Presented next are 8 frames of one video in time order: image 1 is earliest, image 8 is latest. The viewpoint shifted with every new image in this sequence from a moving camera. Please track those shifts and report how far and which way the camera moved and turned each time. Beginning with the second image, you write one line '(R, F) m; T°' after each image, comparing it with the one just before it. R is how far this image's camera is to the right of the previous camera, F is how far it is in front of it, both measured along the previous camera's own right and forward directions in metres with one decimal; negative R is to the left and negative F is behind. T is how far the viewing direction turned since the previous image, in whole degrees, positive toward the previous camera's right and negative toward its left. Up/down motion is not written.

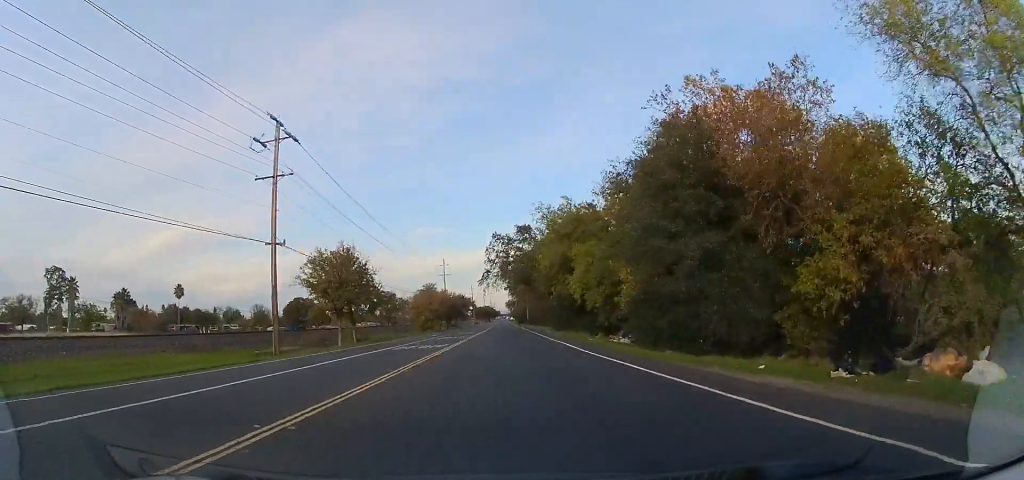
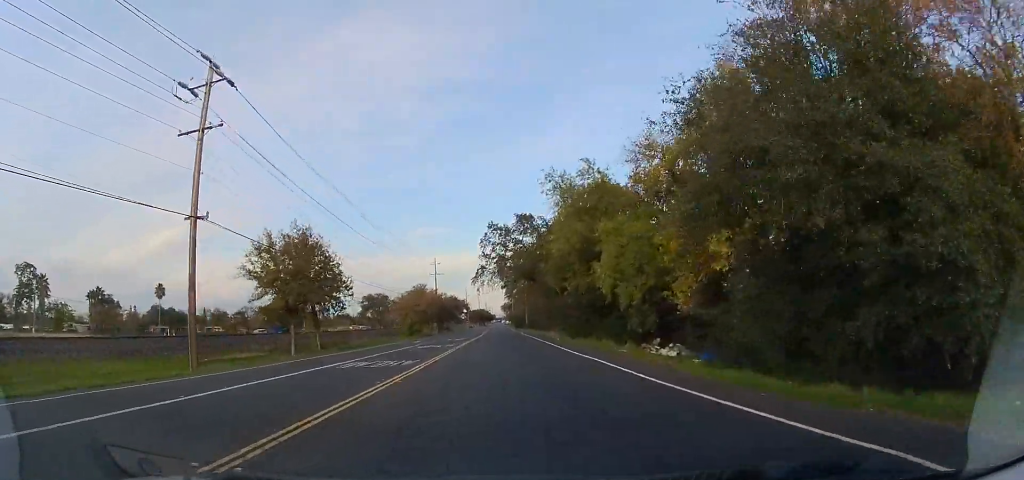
(+0.2, +9.3) m; +1°
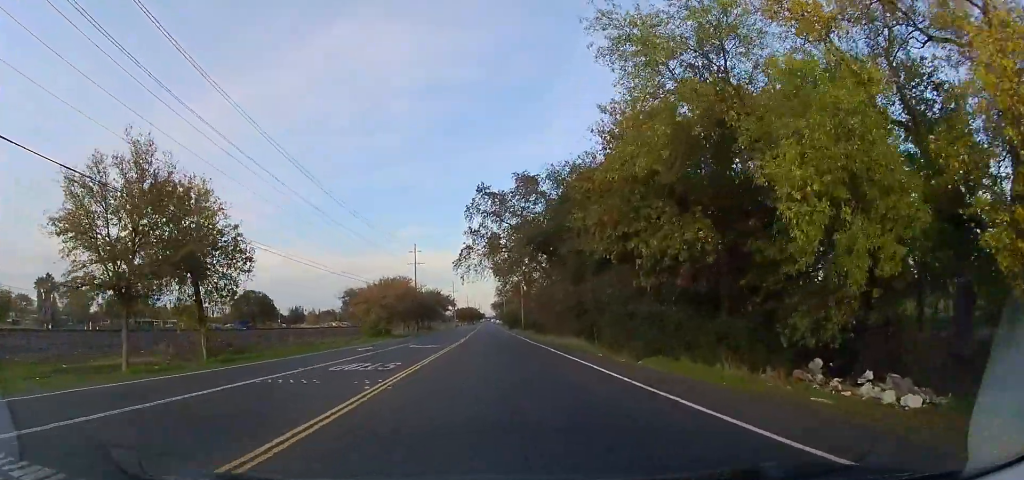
(+0.1, +15.9) m; +2°
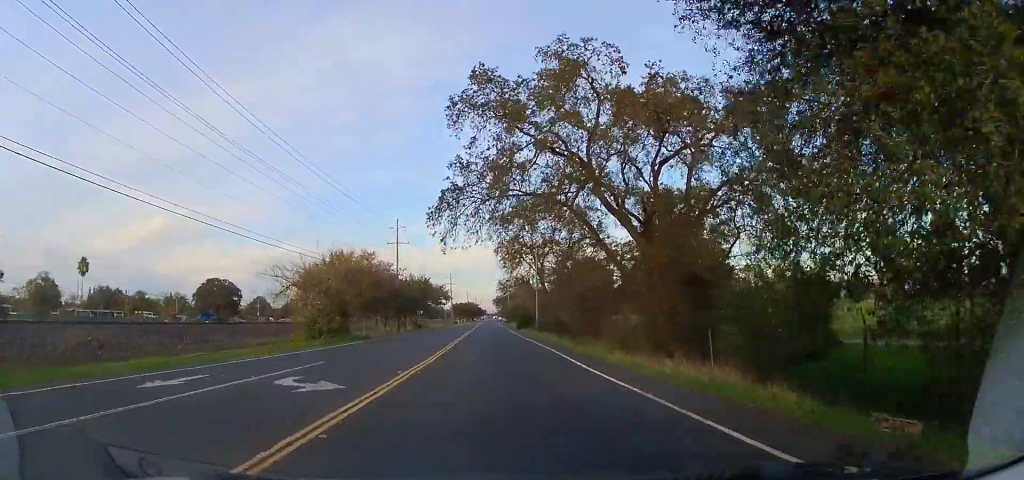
(-0.4, +19.8) m; -1°
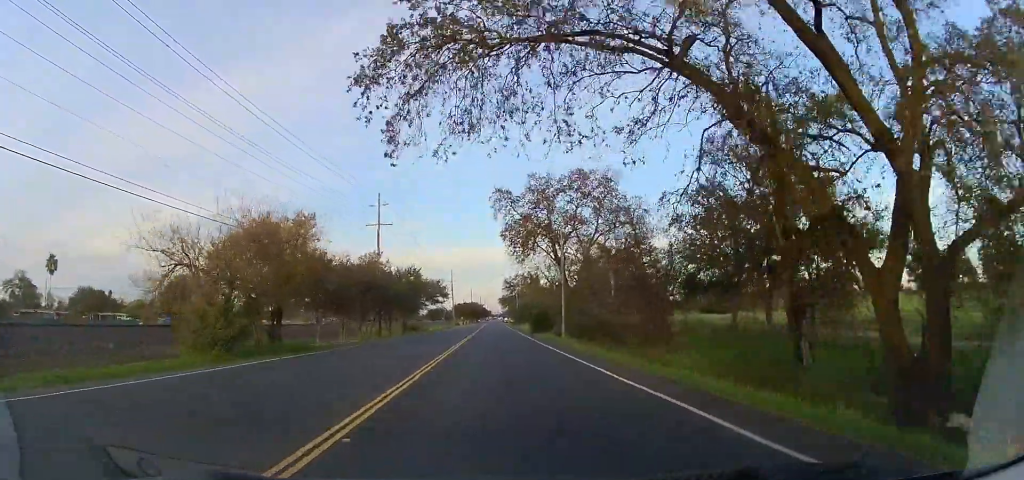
(+0.5, +15.0) m; +2°
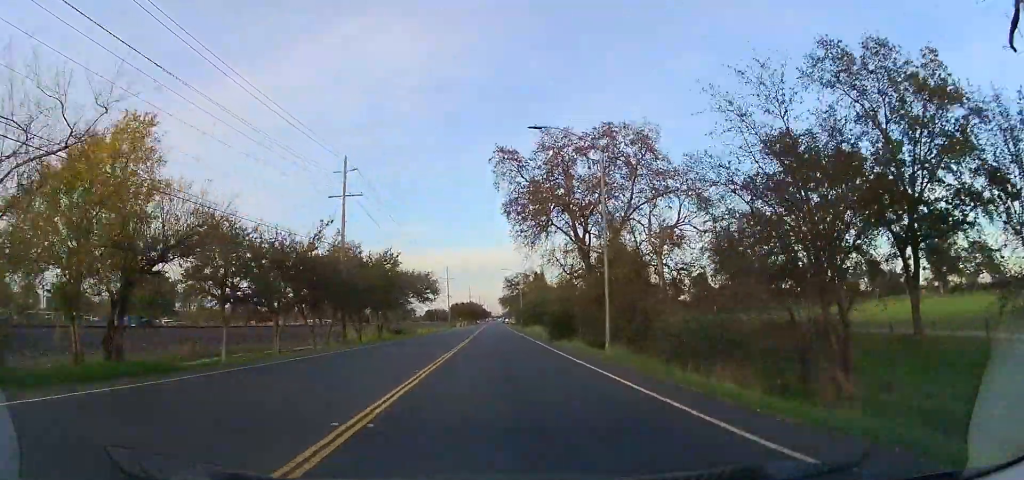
(-0.4, +13.4) m; -2°
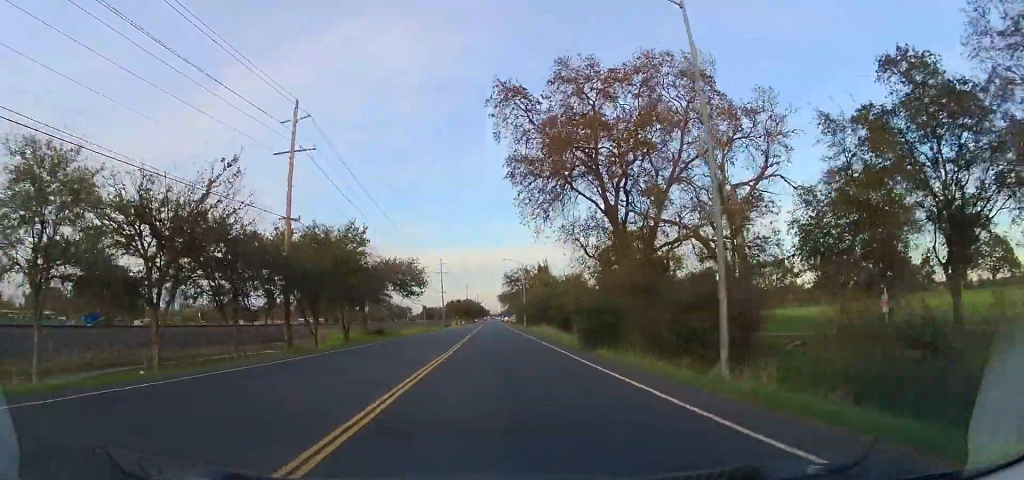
(0.0, +11.2) m; 0°
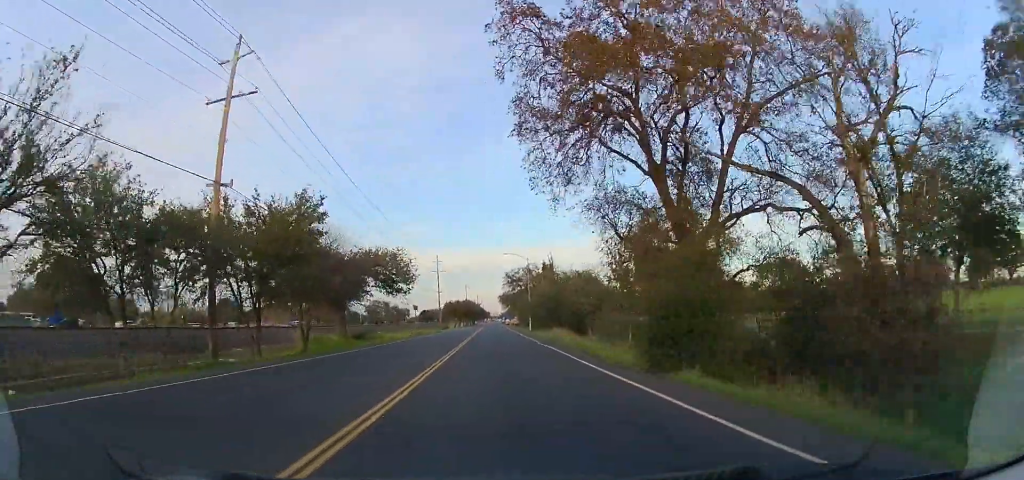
(-0.1, +8.6) m; +2°
